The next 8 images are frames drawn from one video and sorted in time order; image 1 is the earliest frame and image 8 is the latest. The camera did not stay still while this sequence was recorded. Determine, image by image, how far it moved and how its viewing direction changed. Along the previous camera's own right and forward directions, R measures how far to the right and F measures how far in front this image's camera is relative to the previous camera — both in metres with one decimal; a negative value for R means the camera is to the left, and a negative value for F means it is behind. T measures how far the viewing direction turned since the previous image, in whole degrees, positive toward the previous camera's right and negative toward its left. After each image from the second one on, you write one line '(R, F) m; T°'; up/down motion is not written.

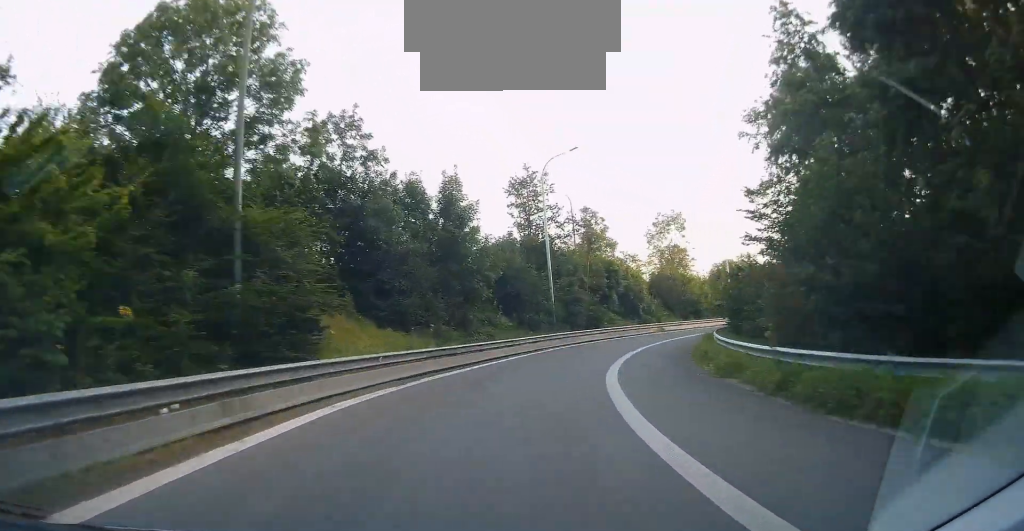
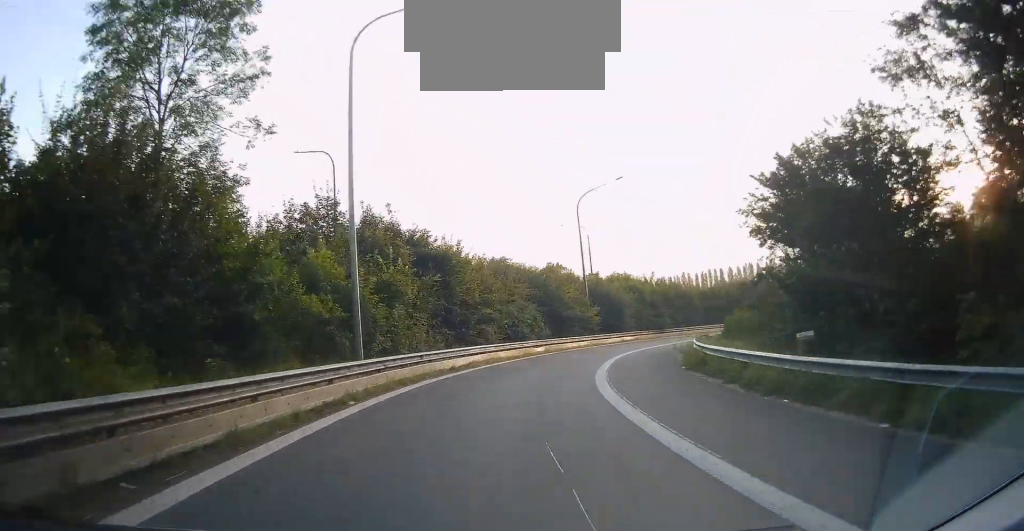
(+18.3, +54.5) m; +42°
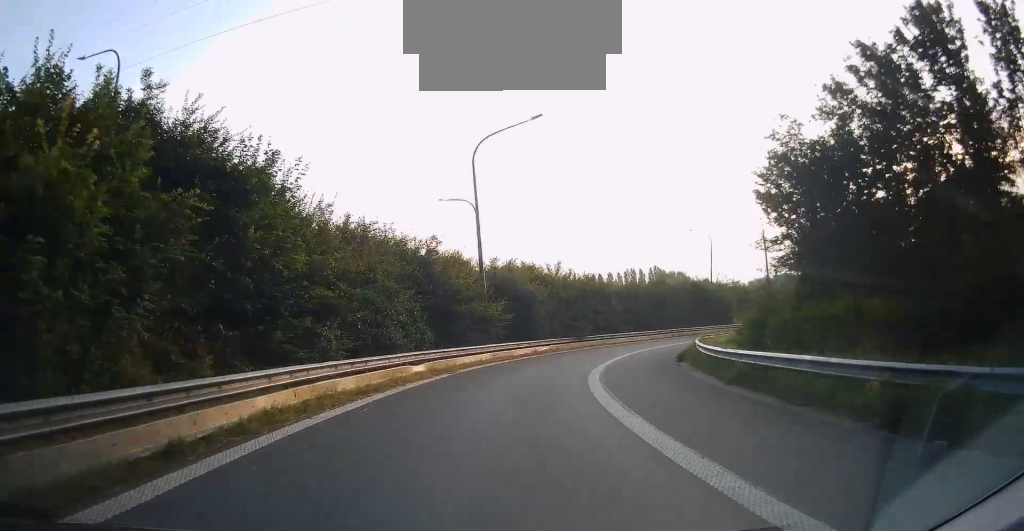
(+2.9, +18.0) m; +13°
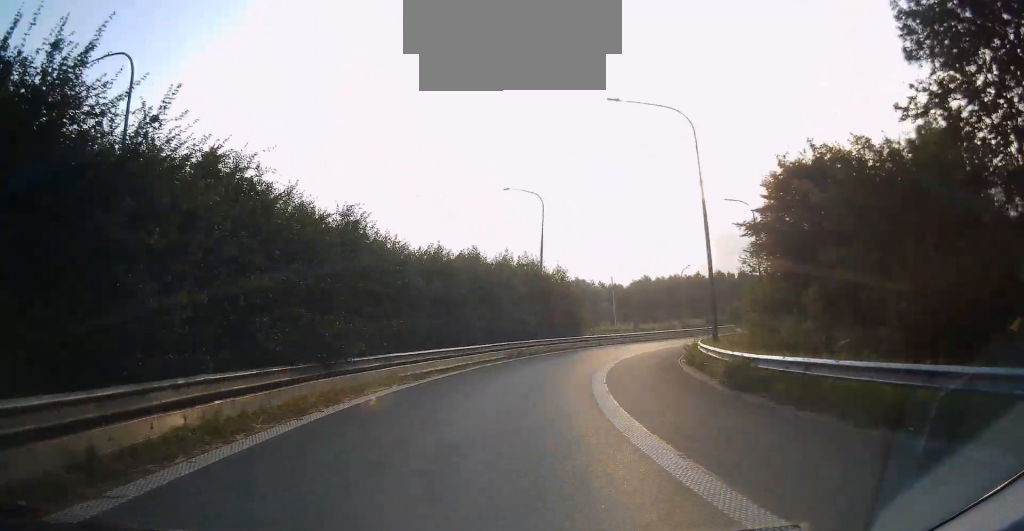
(+6.4, +31.4) m; +22°
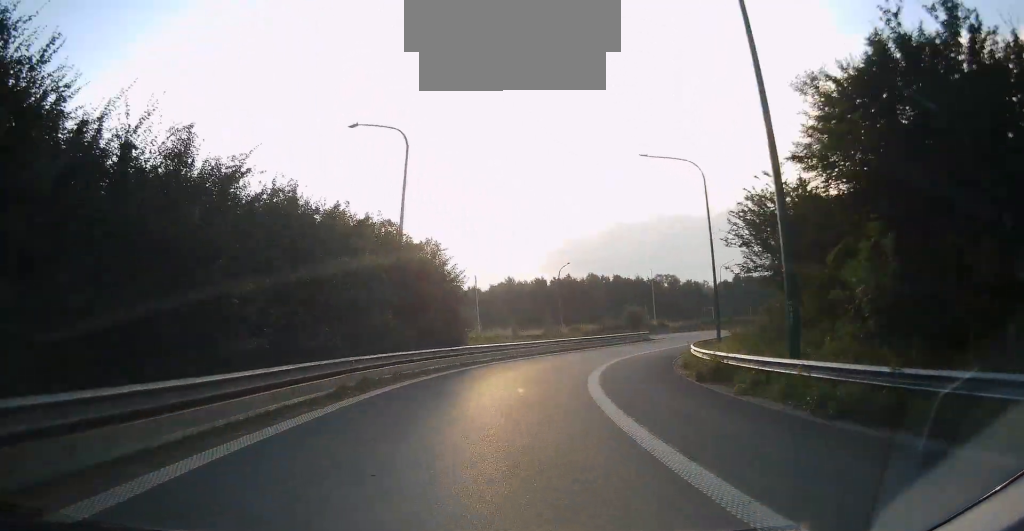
(+1.0, +18.4) m; +12°
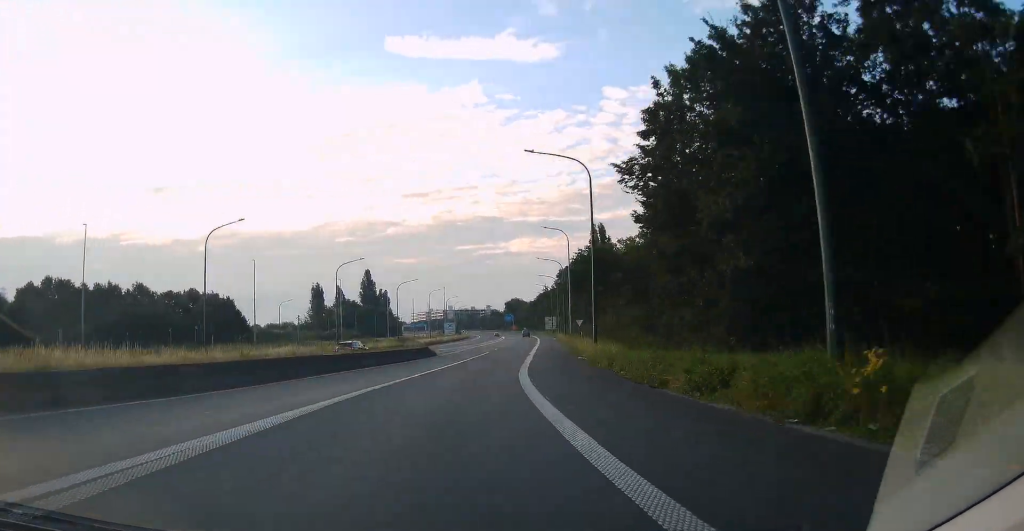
(+45.1, +78.3) m; +57°
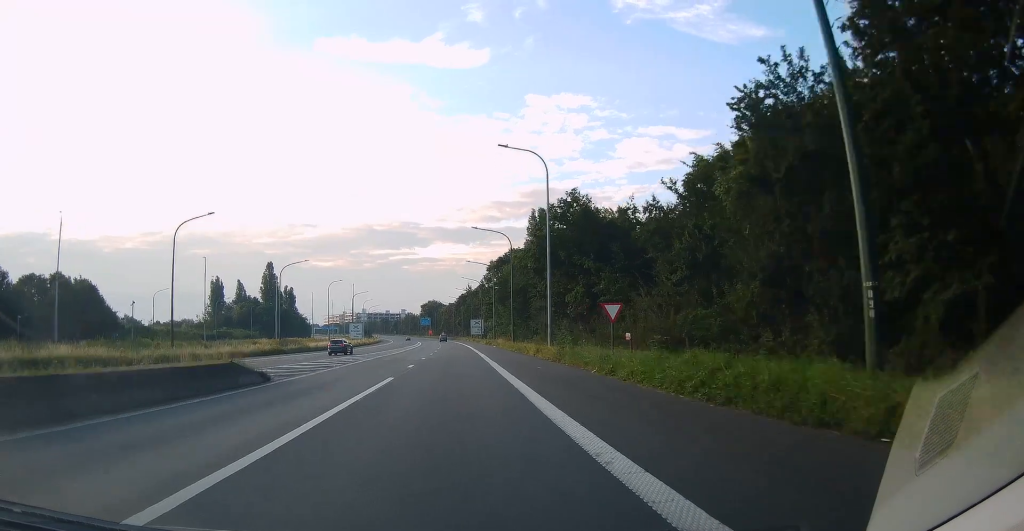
(+4.6, +31.5) m; +13°
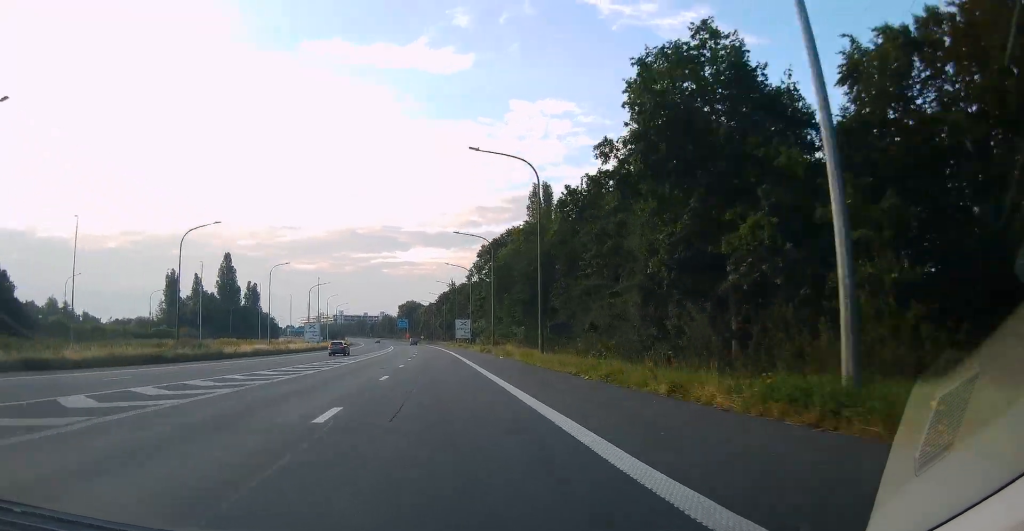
(+2.5, +30.2) m; +9°
